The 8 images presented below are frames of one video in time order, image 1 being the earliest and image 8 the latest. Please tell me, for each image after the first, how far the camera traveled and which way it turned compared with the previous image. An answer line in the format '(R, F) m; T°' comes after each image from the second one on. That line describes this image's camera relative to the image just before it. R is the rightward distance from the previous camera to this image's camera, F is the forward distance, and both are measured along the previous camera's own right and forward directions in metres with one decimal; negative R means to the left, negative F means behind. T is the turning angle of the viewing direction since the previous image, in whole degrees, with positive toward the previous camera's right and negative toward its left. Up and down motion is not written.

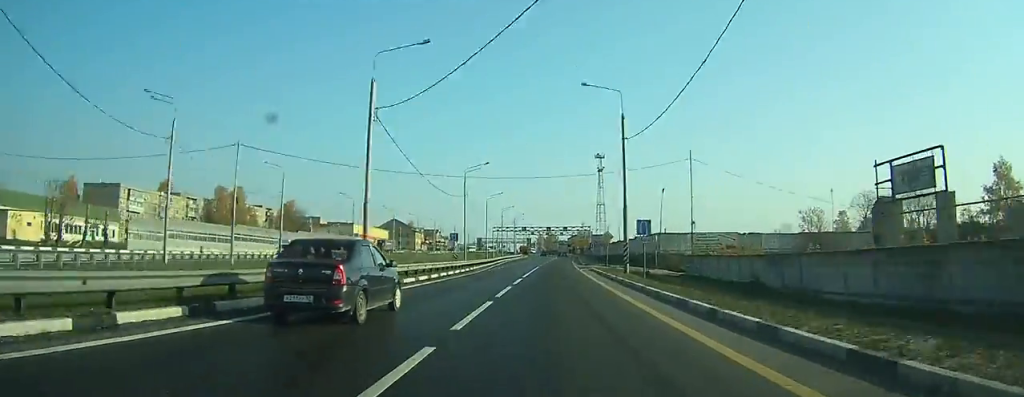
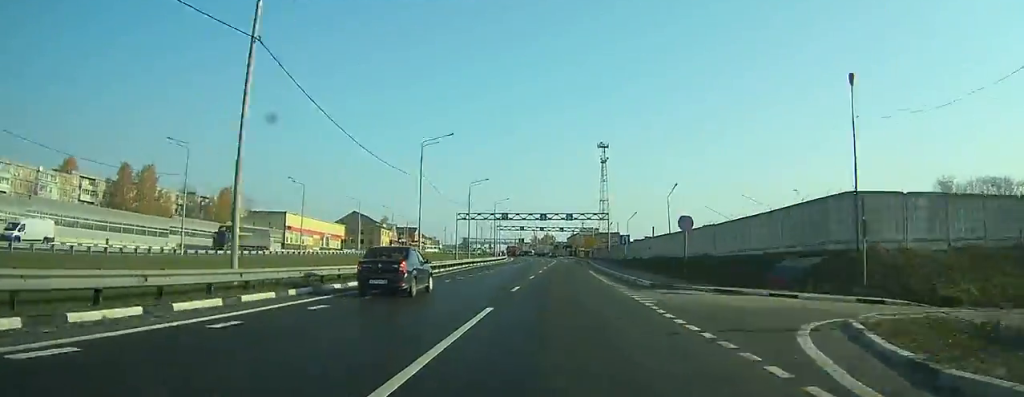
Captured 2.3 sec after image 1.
(+0.2, +45.6) m; 0°
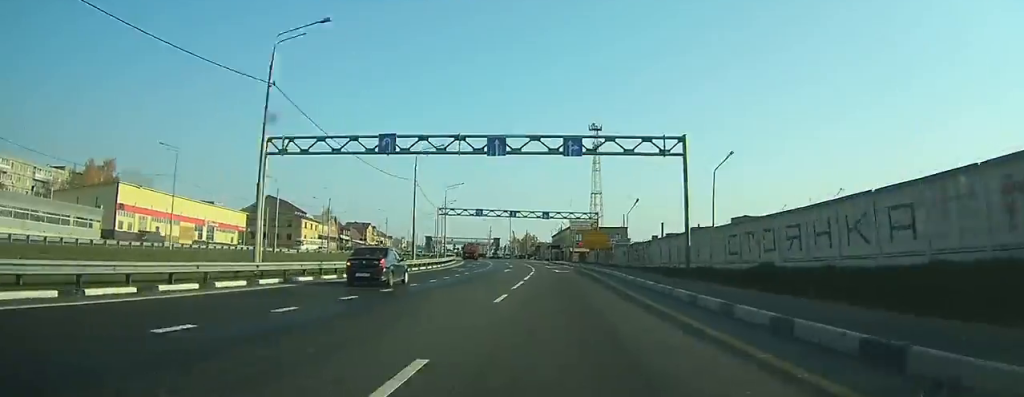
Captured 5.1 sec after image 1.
(+0.2, +54.0) m; +1°
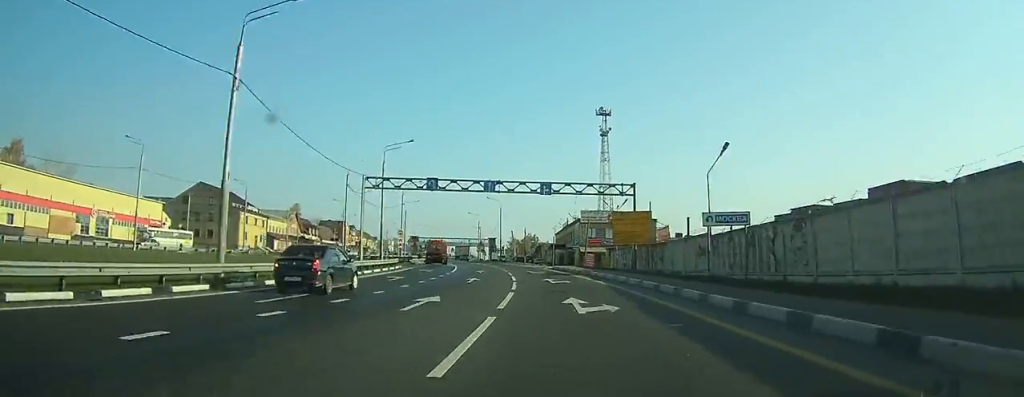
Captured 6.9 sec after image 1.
(+0.3, +33.4) m; 0°
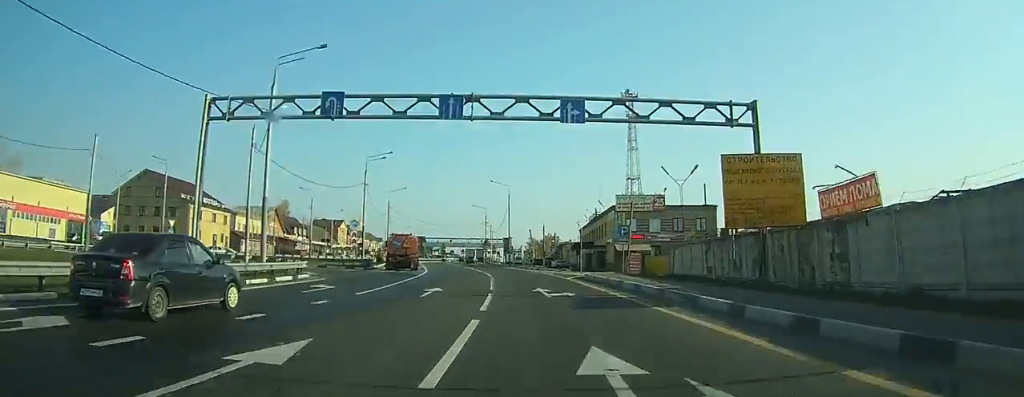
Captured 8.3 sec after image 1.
(-0.1, +25.3) m; -2°
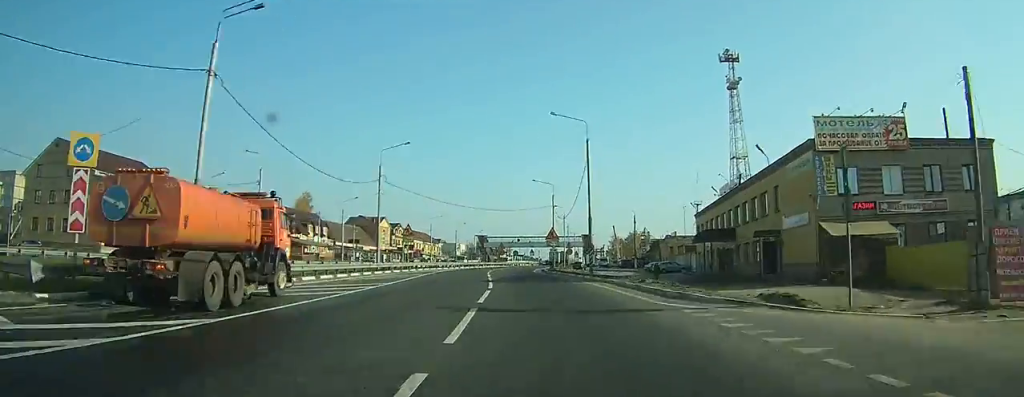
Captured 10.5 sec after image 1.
(-1.4, +38.6) m; -5°
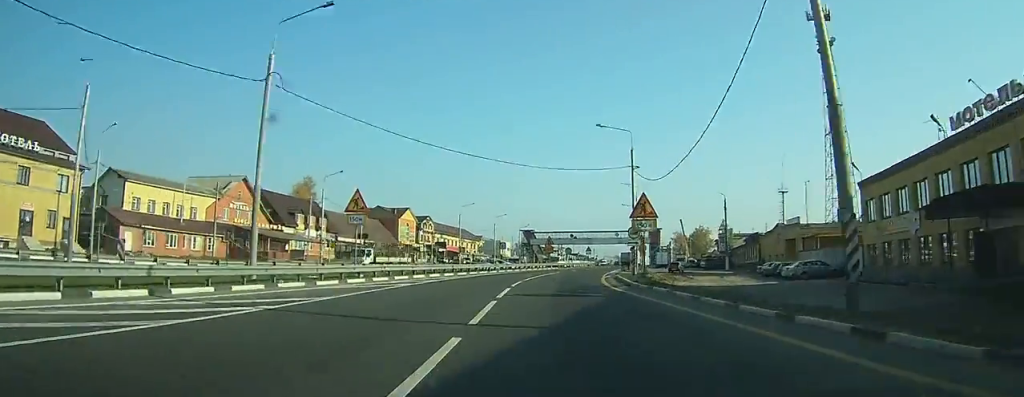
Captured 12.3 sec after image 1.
(-1.4, +29.8) m; -4°
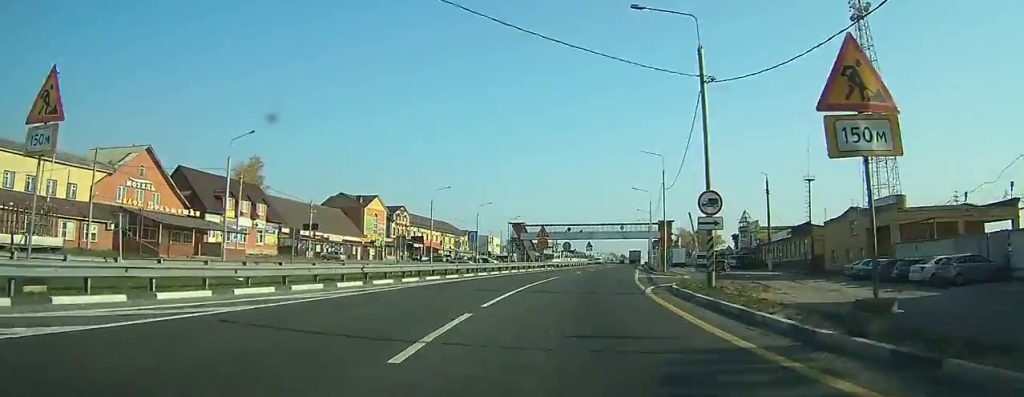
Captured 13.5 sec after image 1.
(-0.7, +20.5) m; -1°
